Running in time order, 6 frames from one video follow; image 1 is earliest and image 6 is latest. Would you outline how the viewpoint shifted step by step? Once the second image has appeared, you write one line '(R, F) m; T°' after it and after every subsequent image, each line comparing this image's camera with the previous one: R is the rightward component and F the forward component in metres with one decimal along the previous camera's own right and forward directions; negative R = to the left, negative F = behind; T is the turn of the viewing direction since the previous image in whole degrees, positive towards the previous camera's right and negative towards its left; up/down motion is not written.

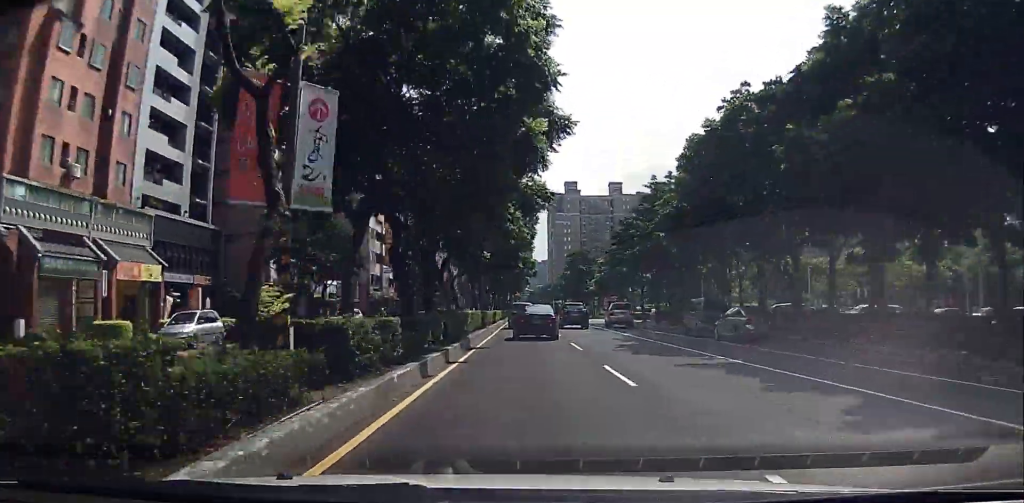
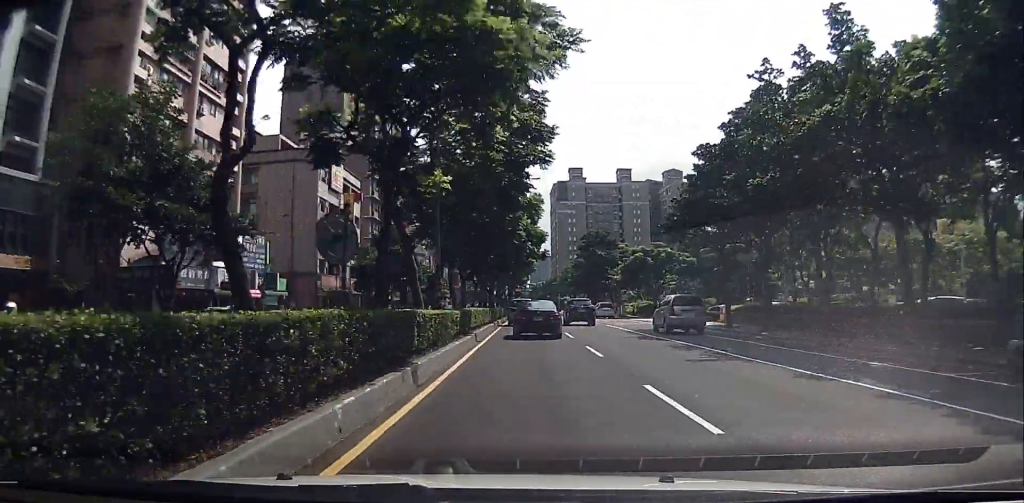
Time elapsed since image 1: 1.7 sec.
(-0.2, +24.3) m; -3°
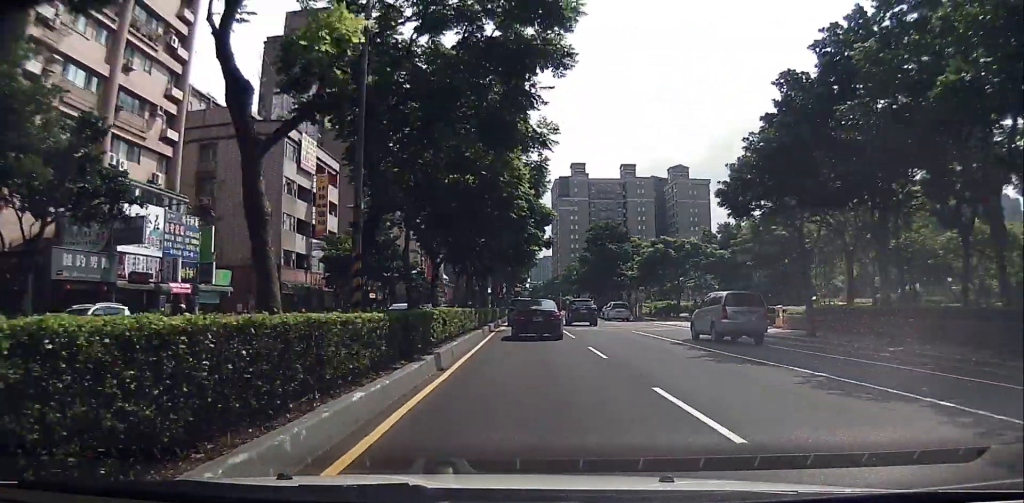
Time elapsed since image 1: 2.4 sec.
(-0.2, +10.6) m; -1°
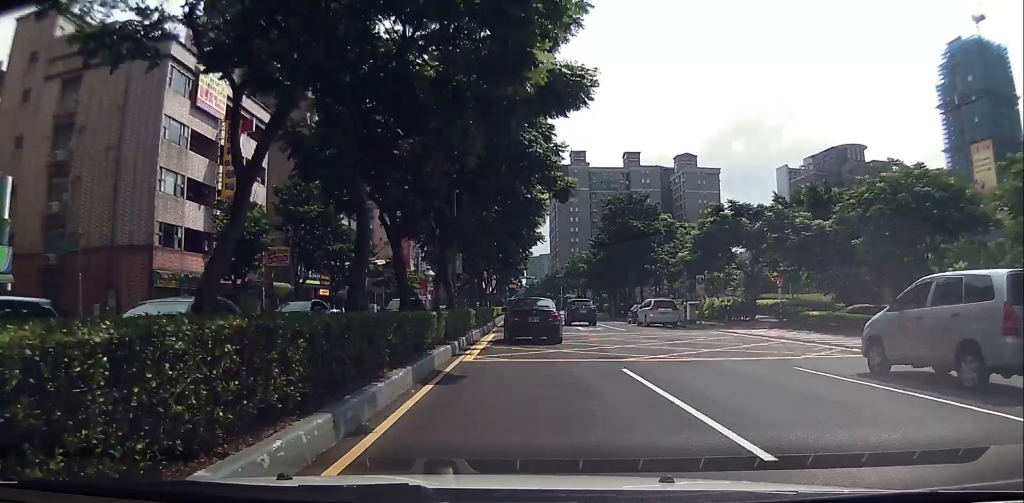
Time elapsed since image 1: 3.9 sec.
(+0.4, +21.3) m; +1°
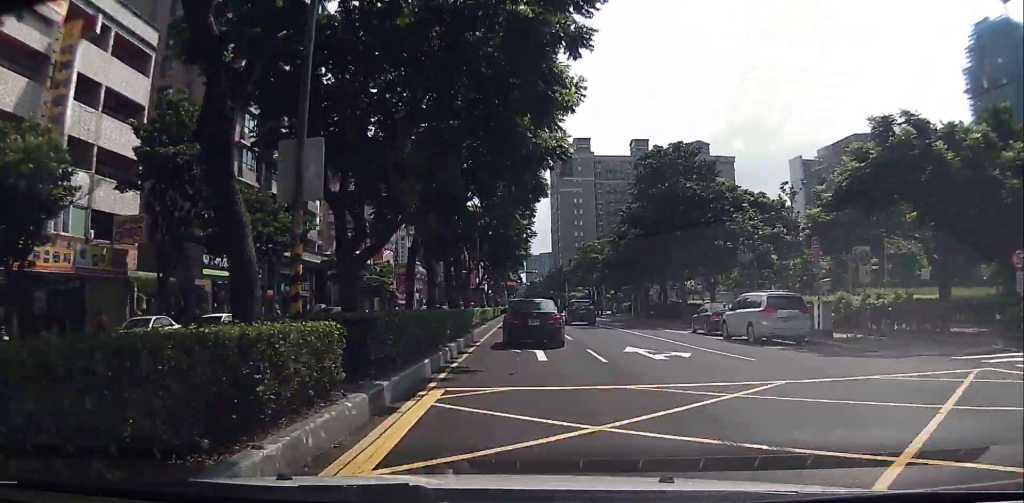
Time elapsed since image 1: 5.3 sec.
(-0.3, +20.0) m; -1°
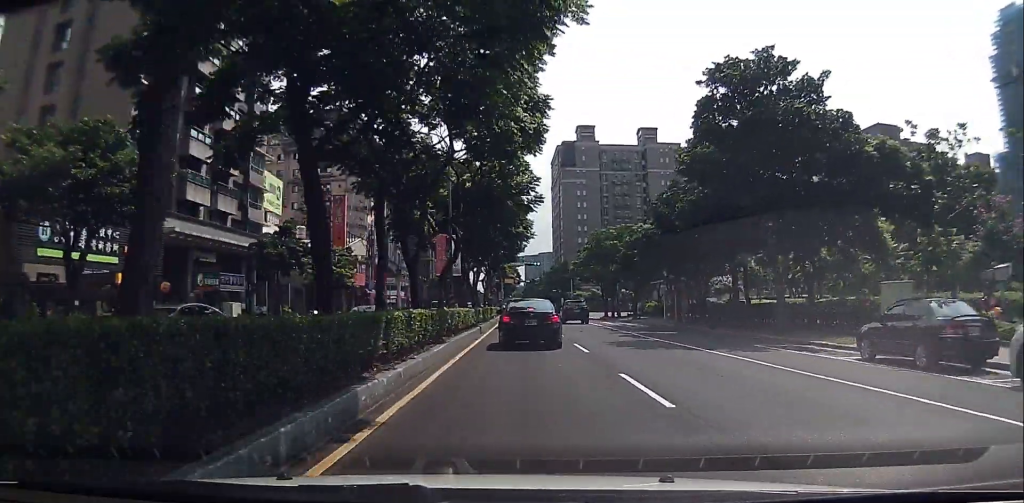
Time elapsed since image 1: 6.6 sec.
(+0.3, +17.1) m; +2°
